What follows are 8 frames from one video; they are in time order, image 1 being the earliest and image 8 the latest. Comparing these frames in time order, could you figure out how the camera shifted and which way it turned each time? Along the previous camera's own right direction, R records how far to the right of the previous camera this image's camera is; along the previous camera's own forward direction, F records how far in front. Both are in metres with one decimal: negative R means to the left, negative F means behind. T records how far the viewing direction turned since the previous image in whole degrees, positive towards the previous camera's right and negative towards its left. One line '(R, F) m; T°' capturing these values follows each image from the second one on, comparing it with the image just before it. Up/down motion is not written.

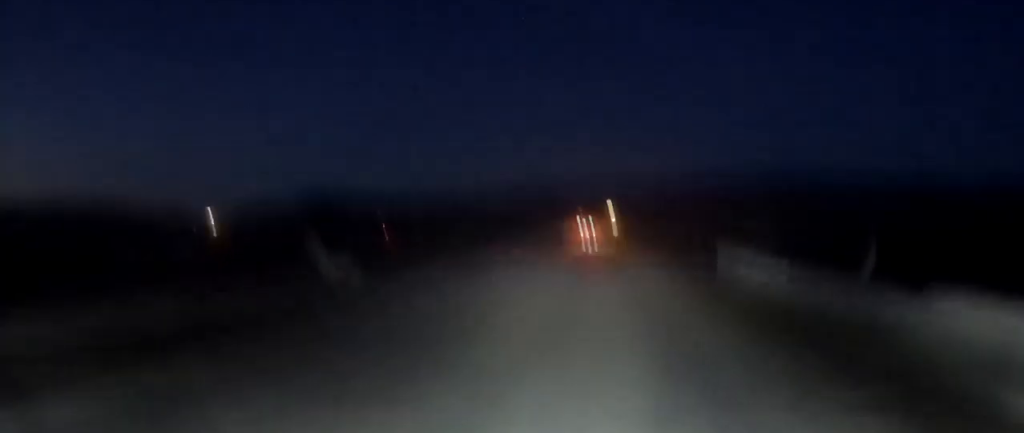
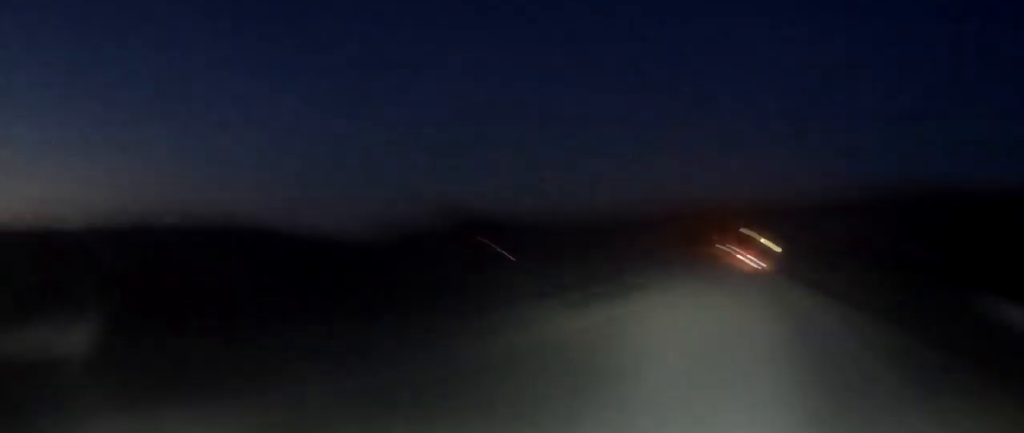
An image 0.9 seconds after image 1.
(0.0, +15.0) m; -1°
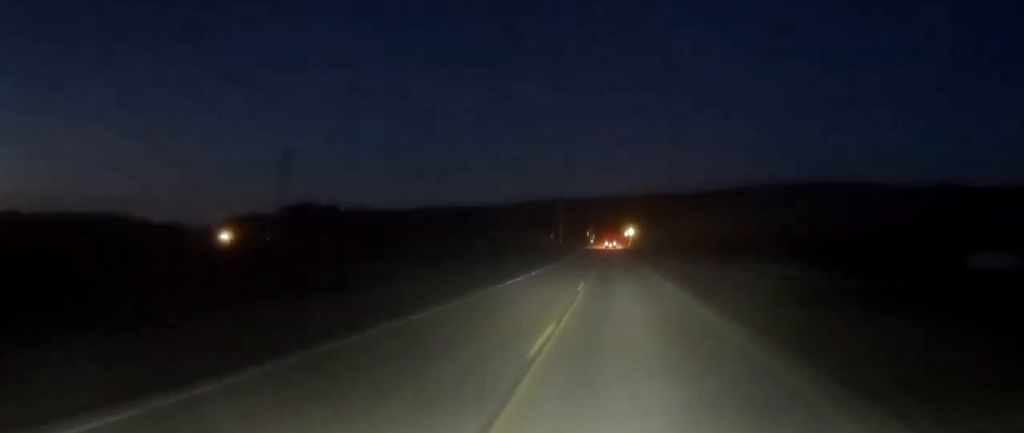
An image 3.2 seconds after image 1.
(-0.2, +40.2) m; +1°
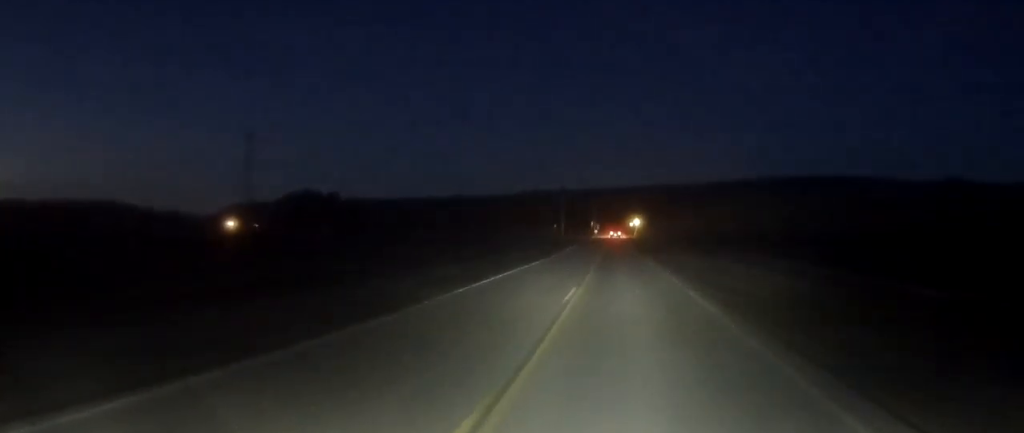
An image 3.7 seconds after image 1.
(+0.1, +7.5) m; +1°
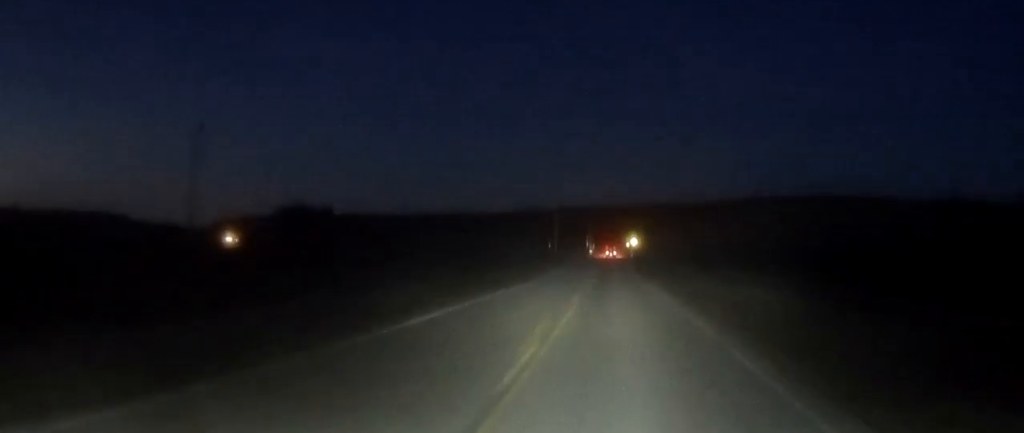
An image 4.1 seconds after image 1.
(0.0, +8.4) m; 0°
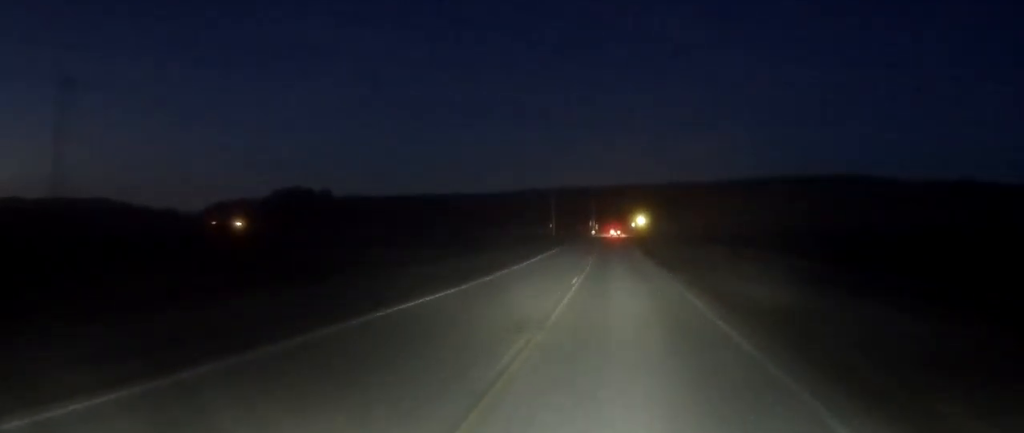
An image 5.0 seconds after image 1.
(+0.1, +16.0) m; +1°
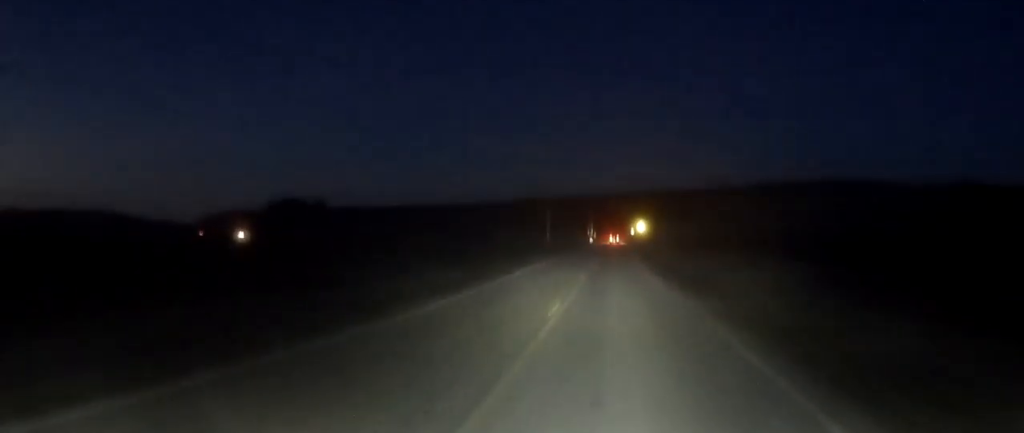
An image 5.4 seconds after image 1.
(0.0, +7.1) m; +1°
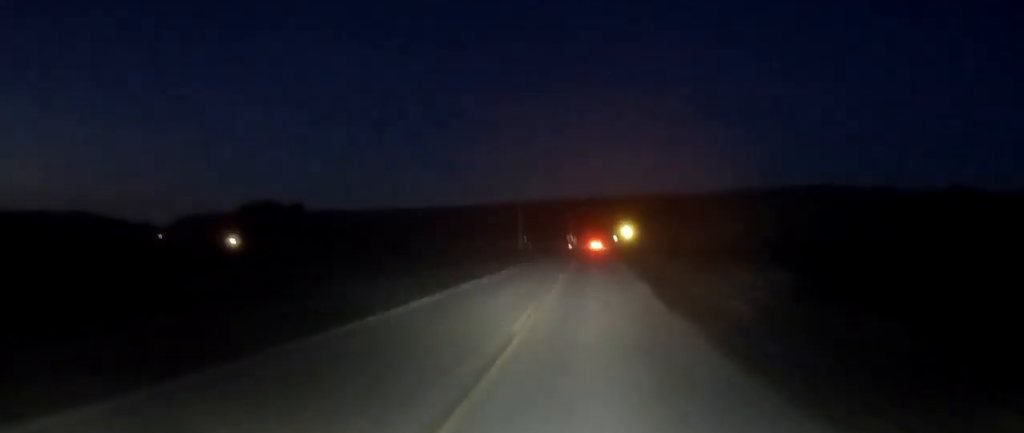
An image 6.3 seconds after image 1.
(+0.2, +15.9) m; 0°
